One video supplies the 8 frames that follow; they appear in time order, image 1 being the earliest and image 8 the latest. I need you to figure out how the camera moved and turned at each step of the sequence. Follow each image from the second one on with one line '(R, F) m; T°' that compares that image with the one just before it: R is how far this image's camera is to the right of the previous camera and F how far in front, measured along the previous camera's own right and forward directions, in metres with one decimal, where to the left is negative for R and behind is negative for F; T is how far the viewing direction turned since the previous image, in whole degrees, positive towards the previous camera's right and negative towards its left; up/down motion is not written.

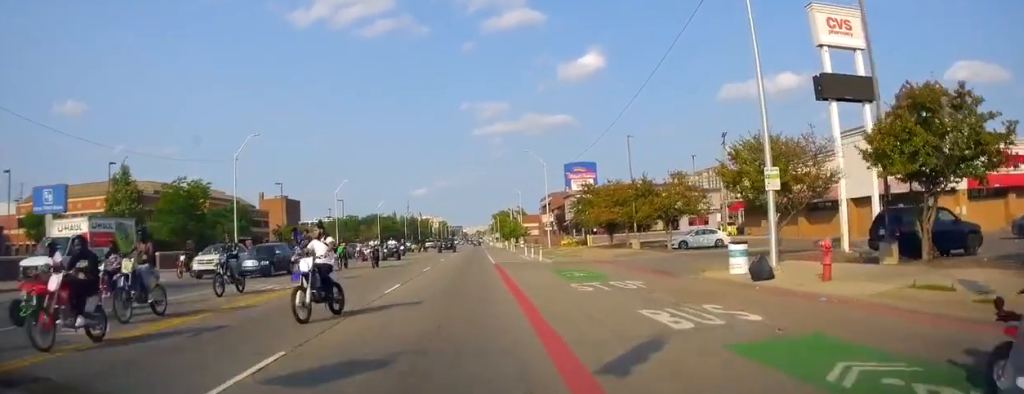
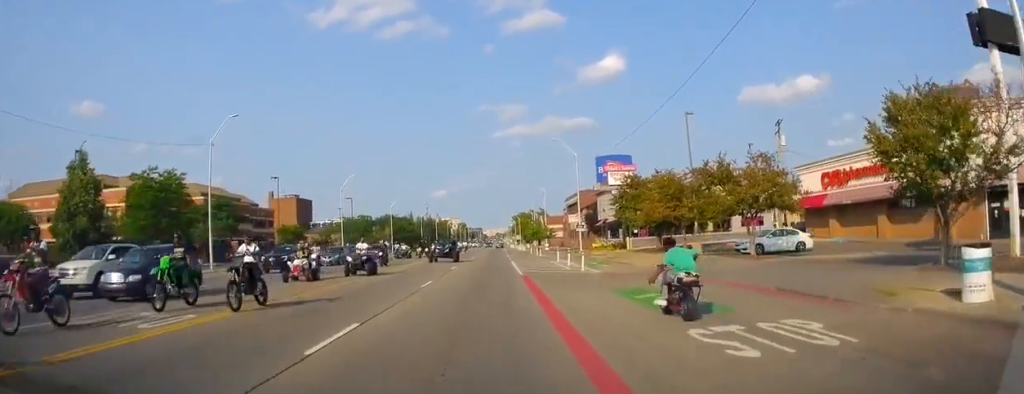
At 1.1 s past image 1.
(-0.1, +8.7) m; -1°
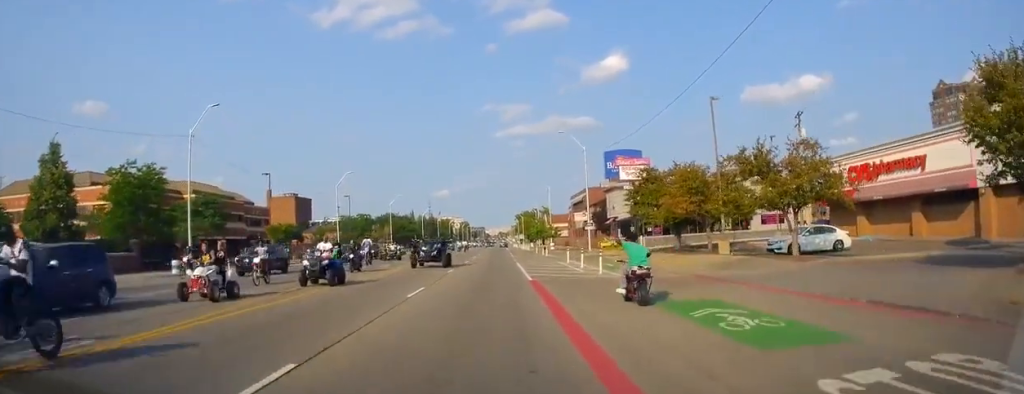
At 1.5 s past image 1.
(-0.1, +3.0) m; -1°
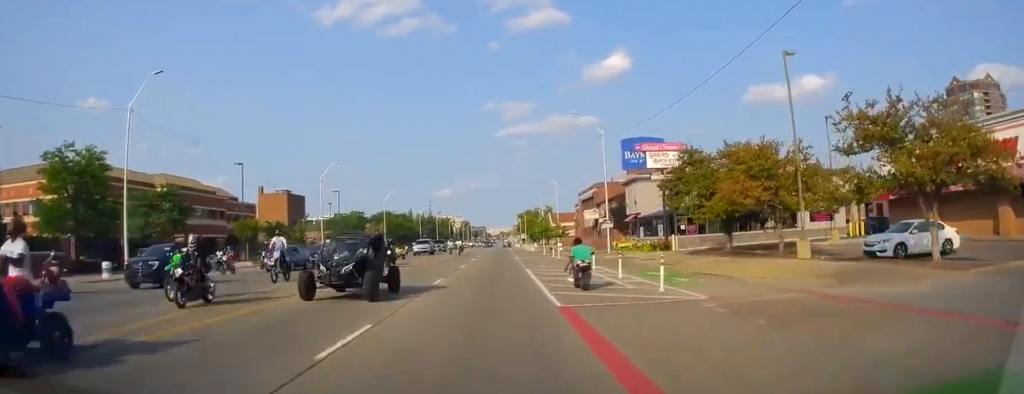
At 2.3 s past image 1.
(+0.2, +6.2) m; +1°
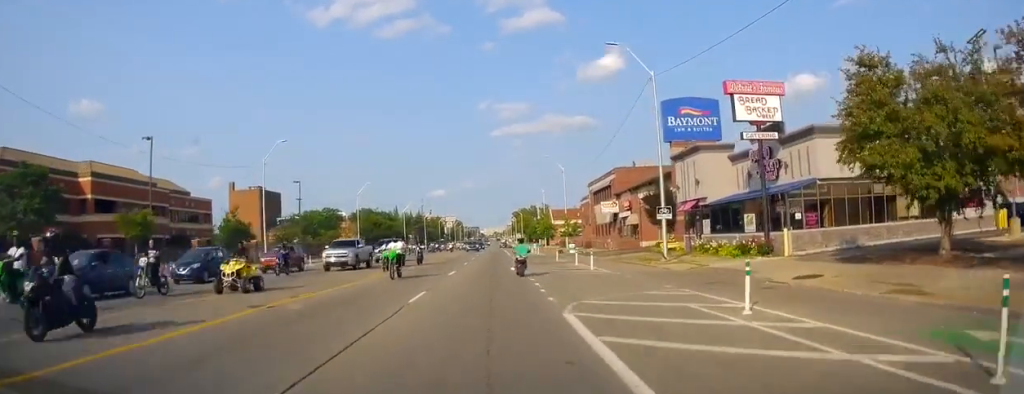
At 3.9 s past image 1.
(-0.6, +14.5) m; -3°
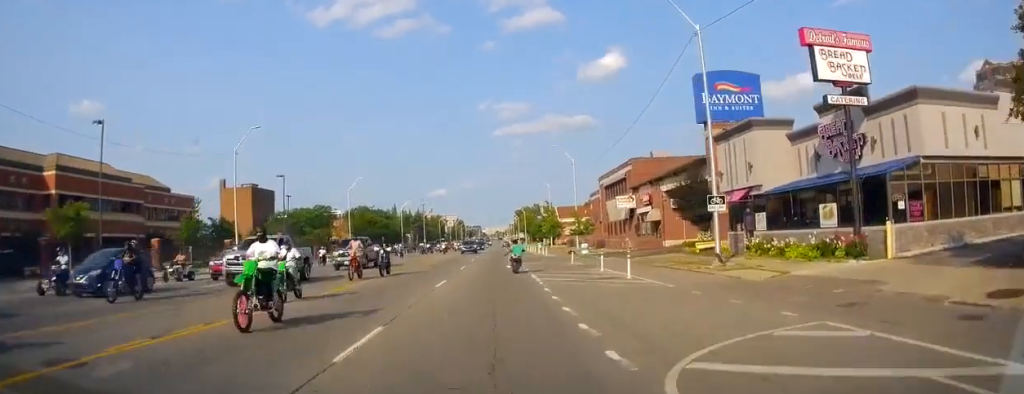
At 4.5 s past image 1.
(-0.2, +5.7) m; 0°
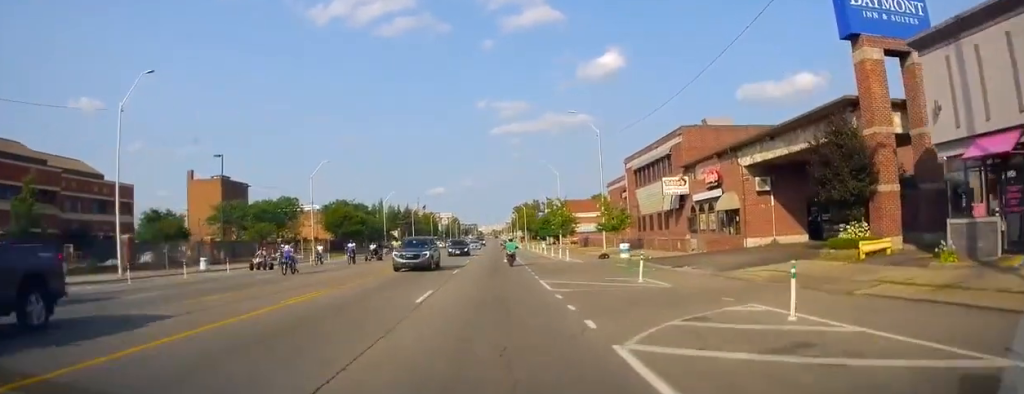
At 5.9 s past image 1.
(+0.1, +16.2) m; -1°
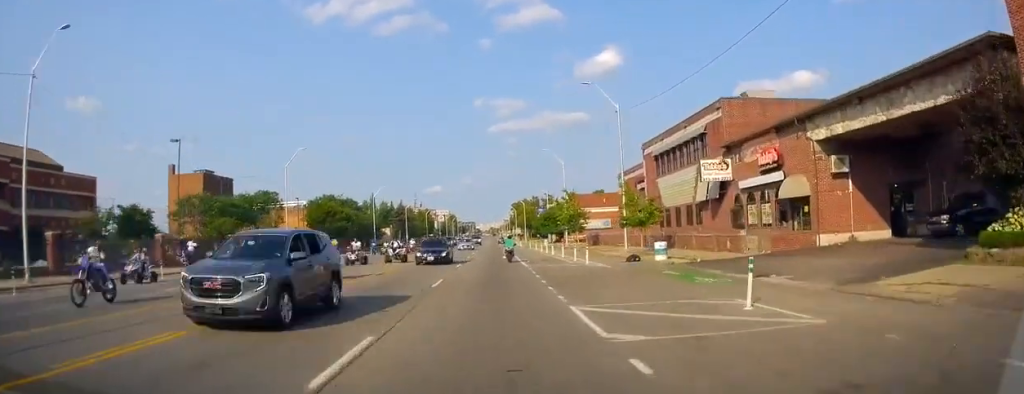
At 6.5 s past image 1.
(-0.4, +7.8) m; 0°
